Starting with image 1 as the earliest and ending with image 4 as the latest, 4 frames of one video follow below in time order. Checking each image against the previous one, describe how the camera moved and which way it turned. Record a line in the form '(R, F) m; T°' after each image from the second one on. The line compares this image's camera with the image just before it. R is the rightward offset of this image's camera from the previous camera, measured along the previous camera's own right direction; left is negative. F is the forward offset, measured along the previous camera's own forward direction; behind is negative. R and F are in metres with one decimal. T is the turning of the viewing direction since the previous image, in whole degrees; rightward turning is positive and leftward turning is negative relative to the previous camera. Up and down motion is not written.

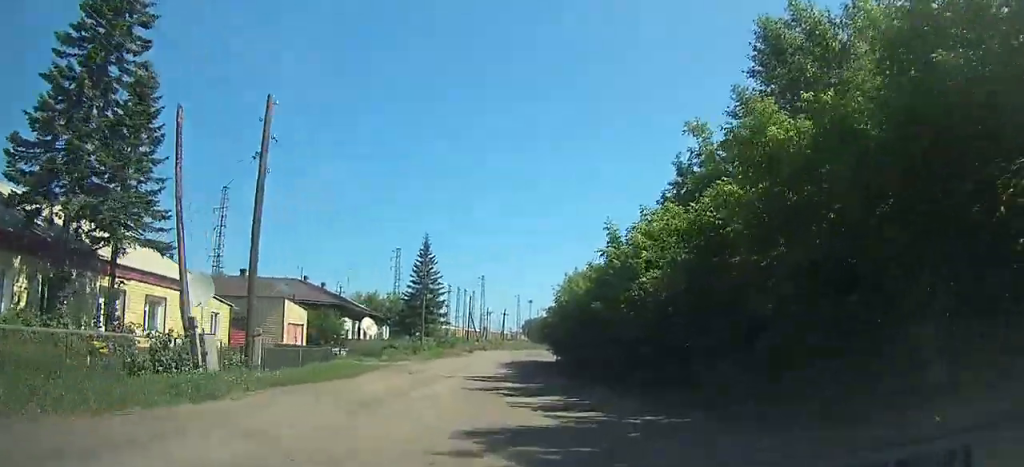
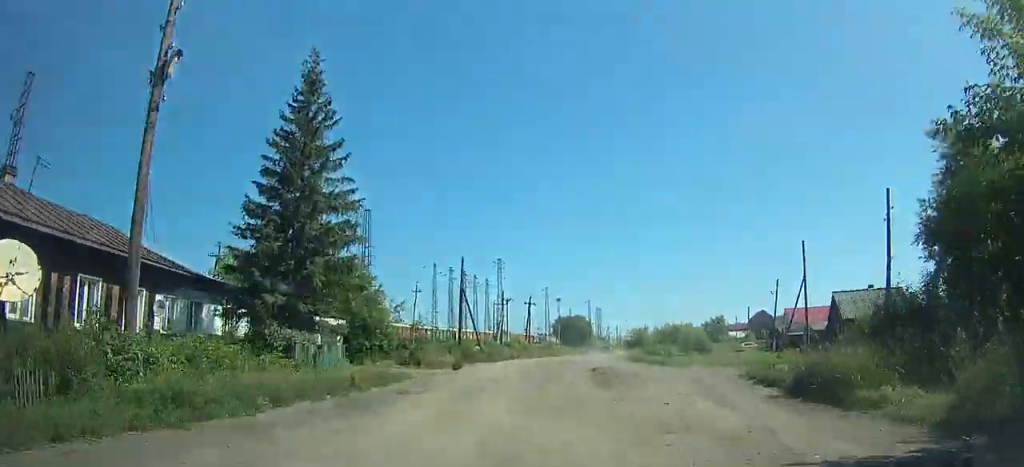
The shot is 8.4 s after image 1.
(-3.9, +44.0) m; -5°
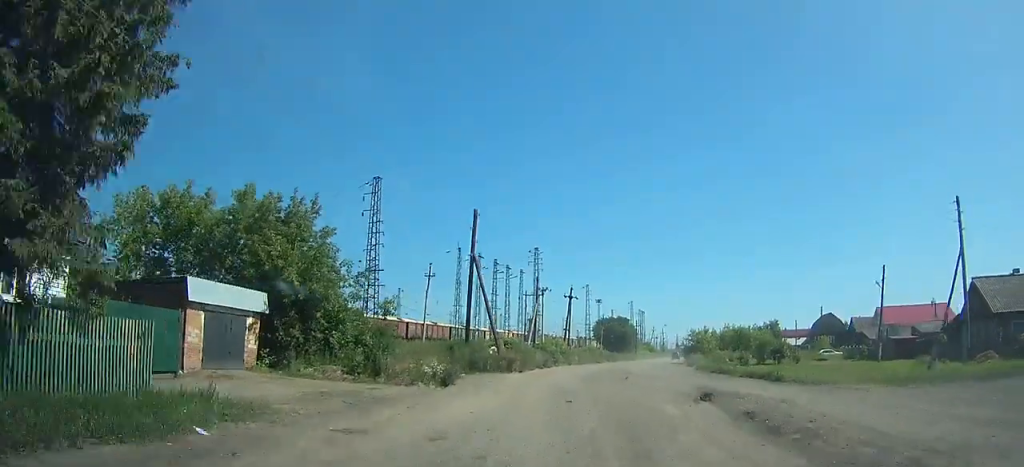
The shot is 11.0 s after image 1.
(+0.3, +14.6) m; +4°
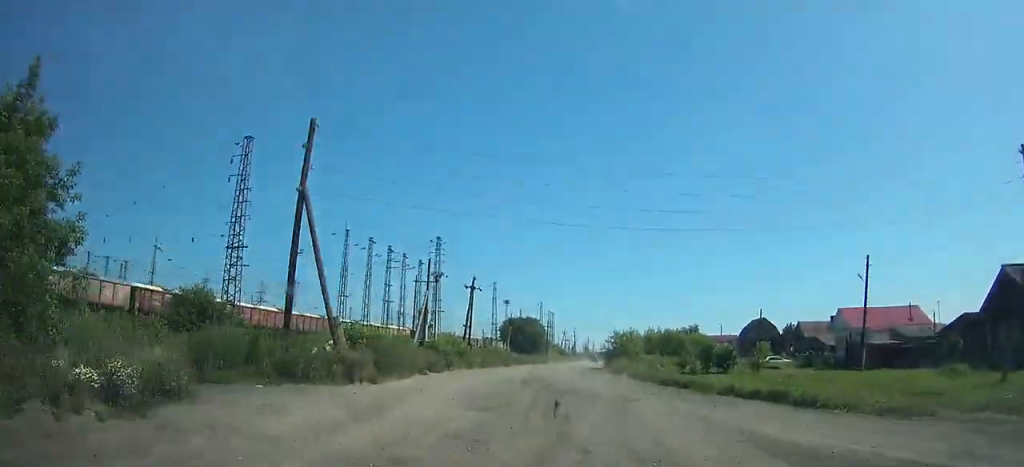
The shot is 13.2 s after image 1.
(+0.5, +11.9) m; +4°
